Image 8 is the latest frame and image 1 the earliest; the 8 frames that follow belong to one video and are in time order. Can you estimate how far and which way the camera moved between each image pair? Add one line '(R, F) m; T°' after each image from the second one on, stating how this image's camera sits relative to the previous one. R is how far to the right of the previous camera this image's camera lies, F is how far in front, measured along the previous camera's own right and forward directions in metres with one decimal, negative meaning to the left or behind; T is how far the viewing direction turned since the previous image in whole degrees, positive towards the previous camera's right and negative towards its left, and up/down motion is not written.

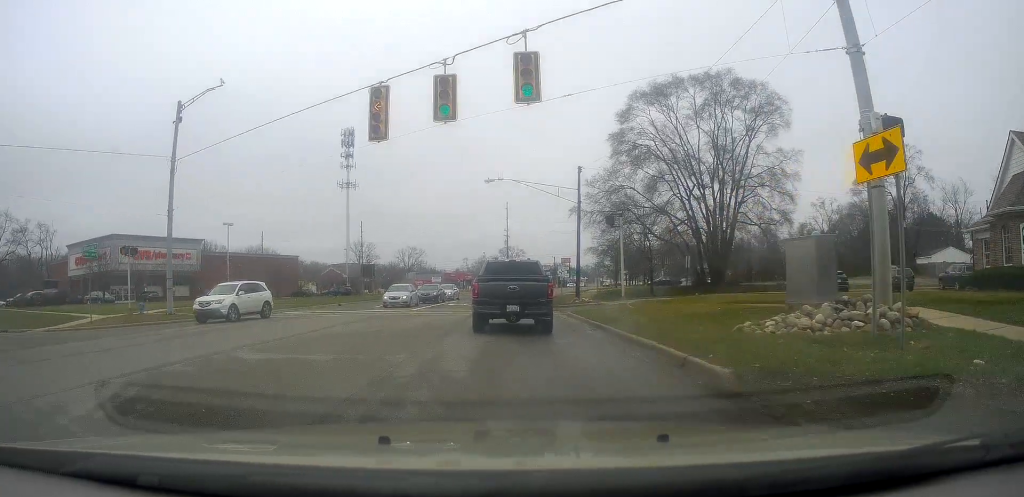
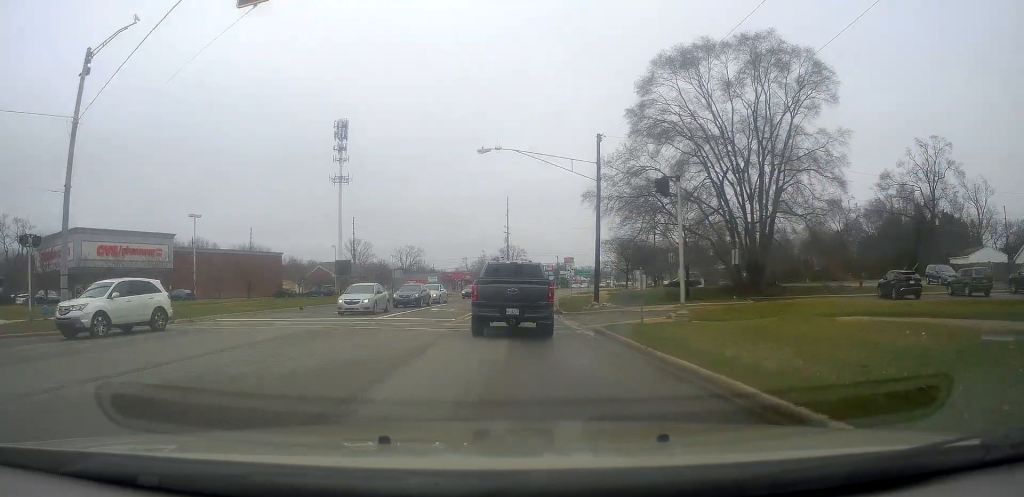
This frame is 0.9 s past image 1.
(+0.6, +8.7) m; +3°
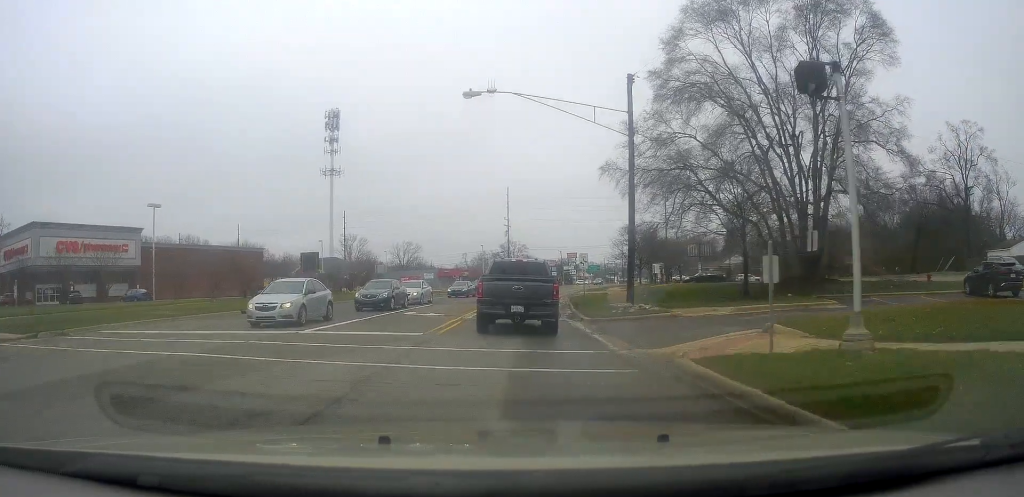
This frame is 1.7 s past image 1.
(-0.3, +8.8) m; 0°
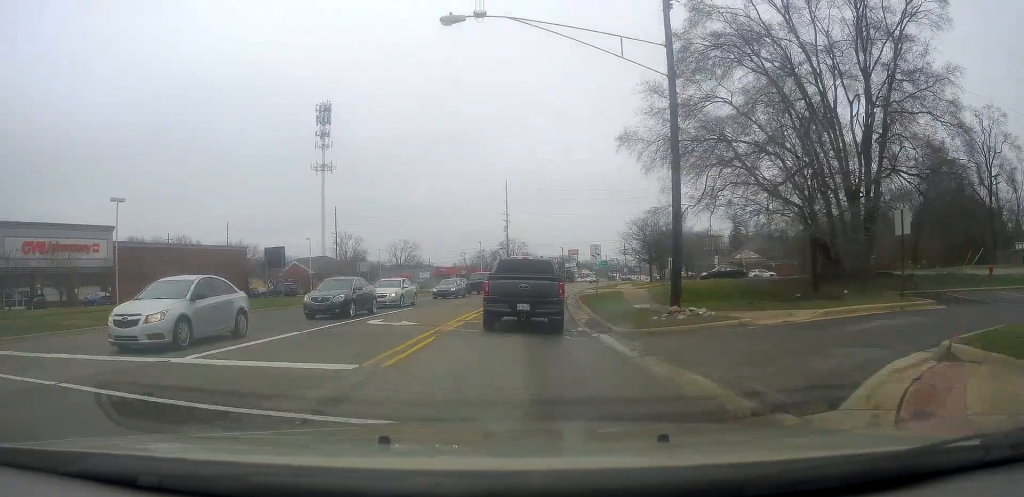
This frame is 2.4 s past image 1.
(+0.2, +6.4) m; +1°
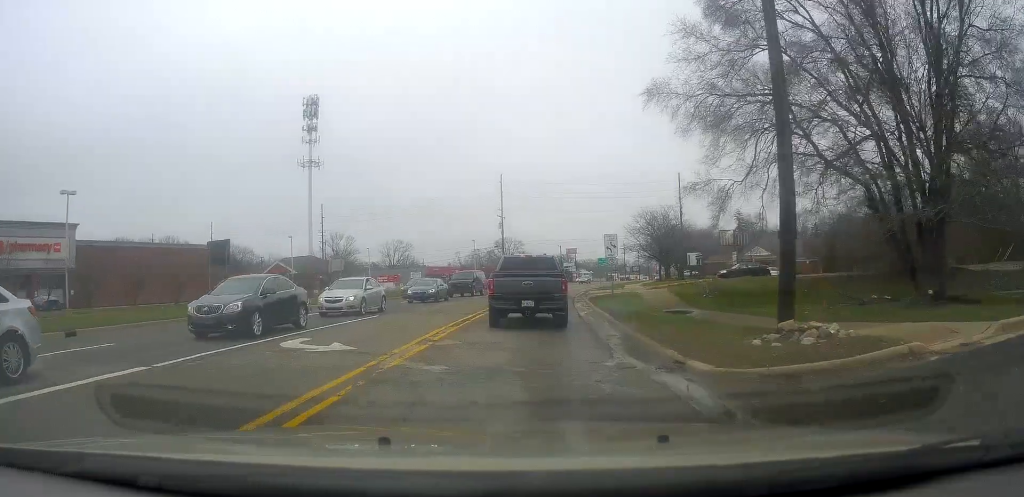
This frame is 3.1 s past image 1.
(+0.1, +7.0) m; 0°
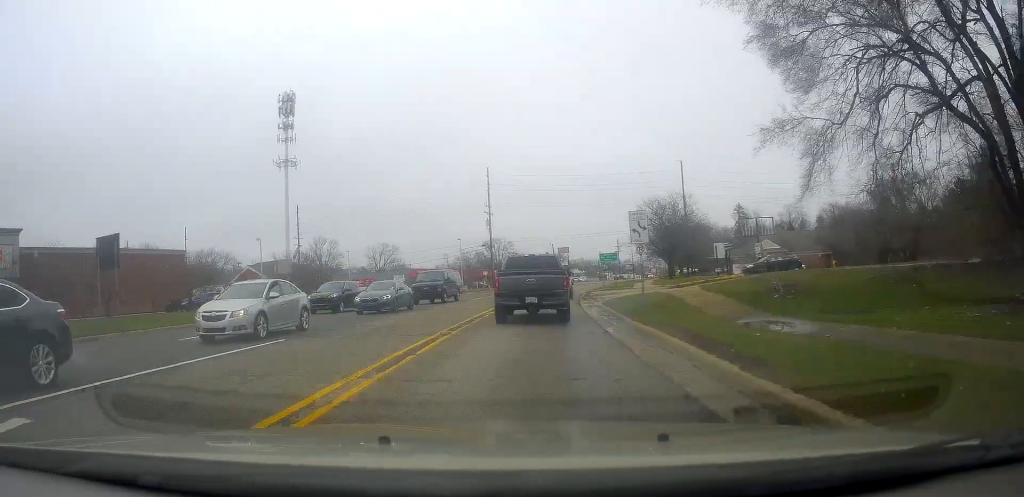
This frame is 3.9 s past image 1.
(0.0, +8.5) m; -1°
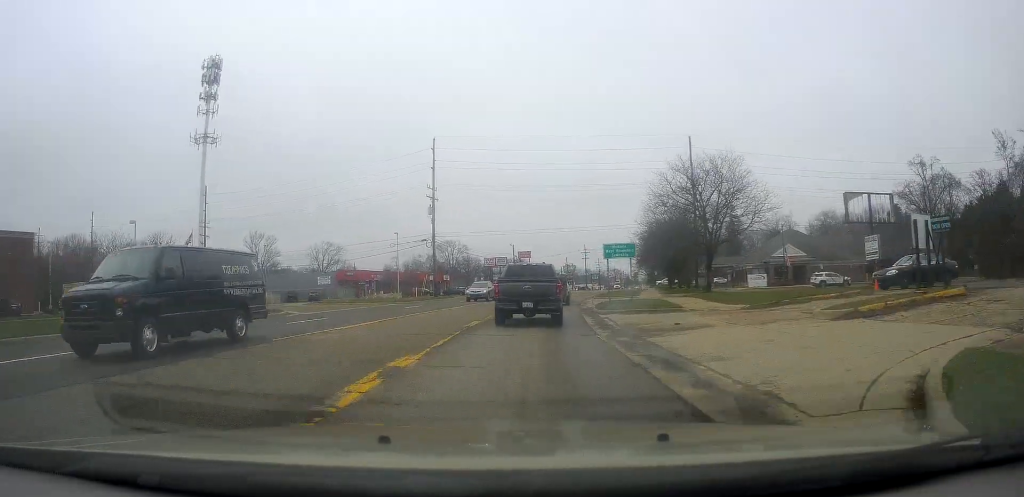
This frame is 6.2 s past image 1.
(+1.2, +22.5) m; +6°
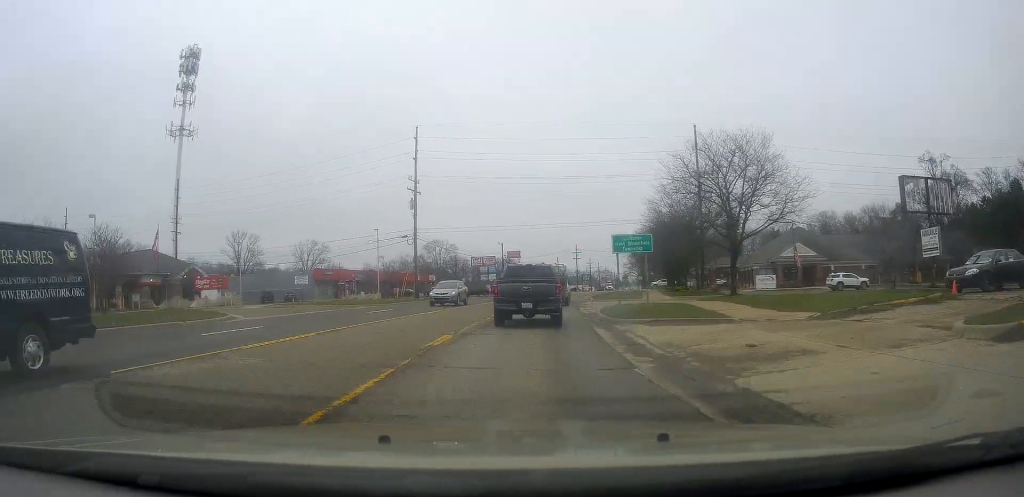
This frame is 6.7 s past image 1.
(-0.3, +5.6) m; +1°
